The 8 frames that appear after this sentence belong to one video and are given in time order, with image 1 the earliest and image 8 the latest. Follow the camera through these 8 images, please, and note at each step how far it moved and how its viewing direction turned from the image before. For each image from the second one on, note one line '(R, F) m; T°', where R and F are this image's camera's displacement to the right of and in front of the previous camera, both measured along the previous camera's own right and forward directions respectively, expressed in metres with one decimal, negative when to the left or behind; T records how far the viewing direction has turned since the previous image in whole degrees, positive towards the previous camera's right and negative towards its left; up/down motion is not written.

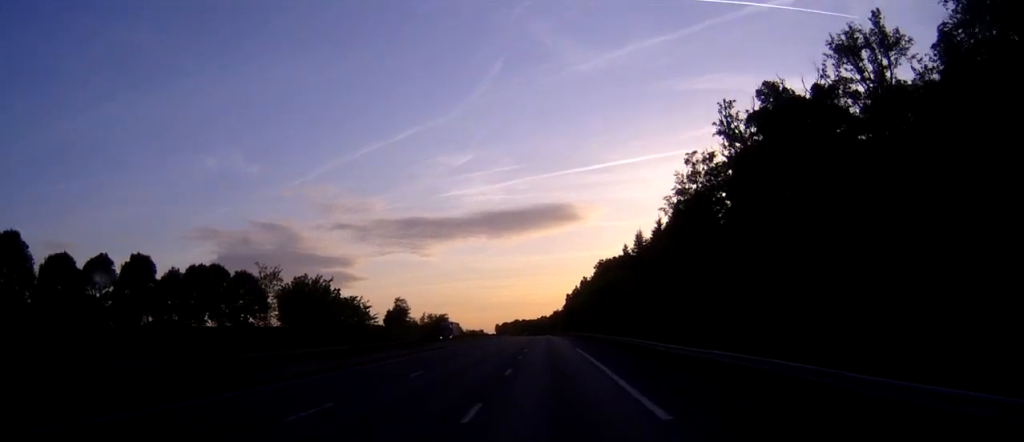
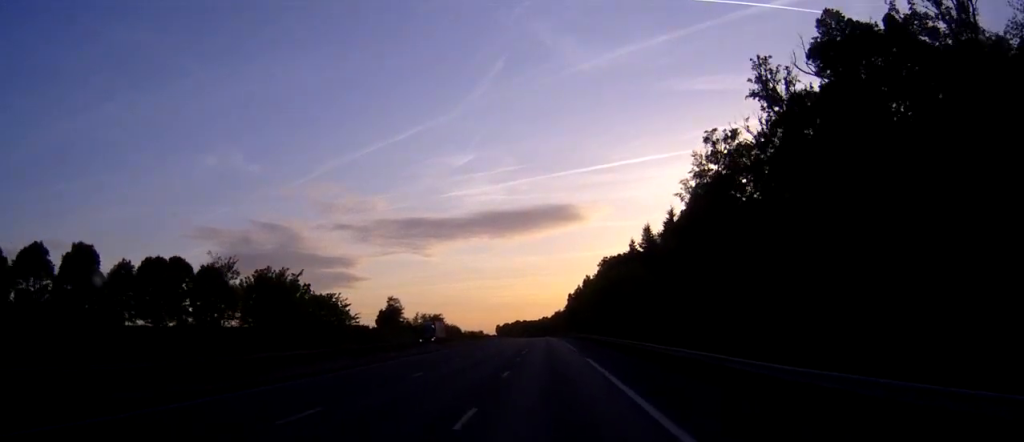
(0.0, +13.6) m; 0°
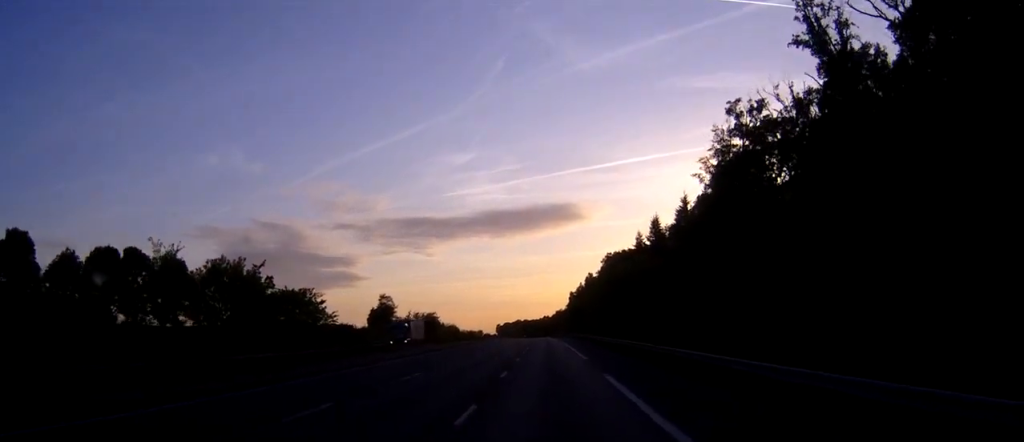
(0.0, +12.7) m; 0°
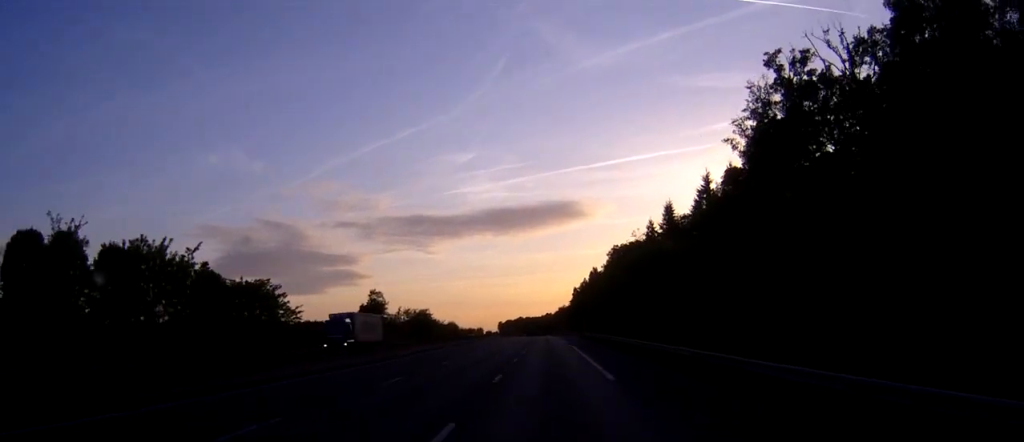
(0.0, +16.1) m; 0°
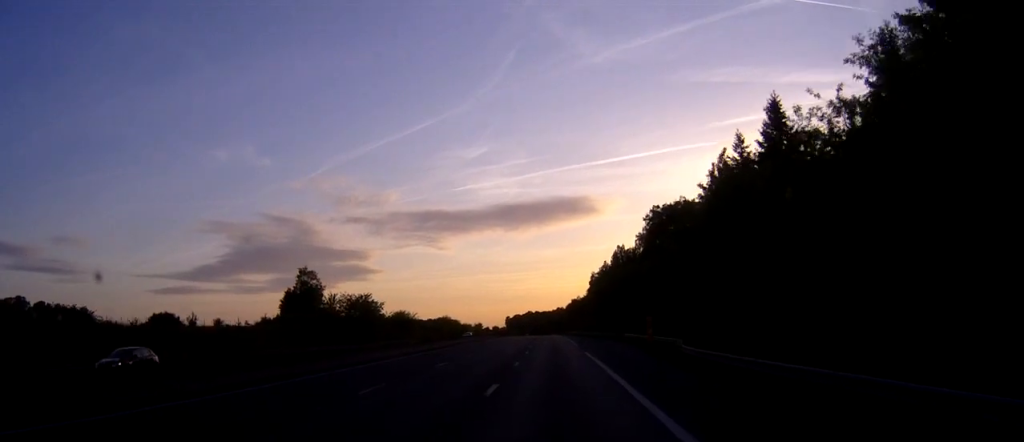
(-0.6, +69.2) m; -1°
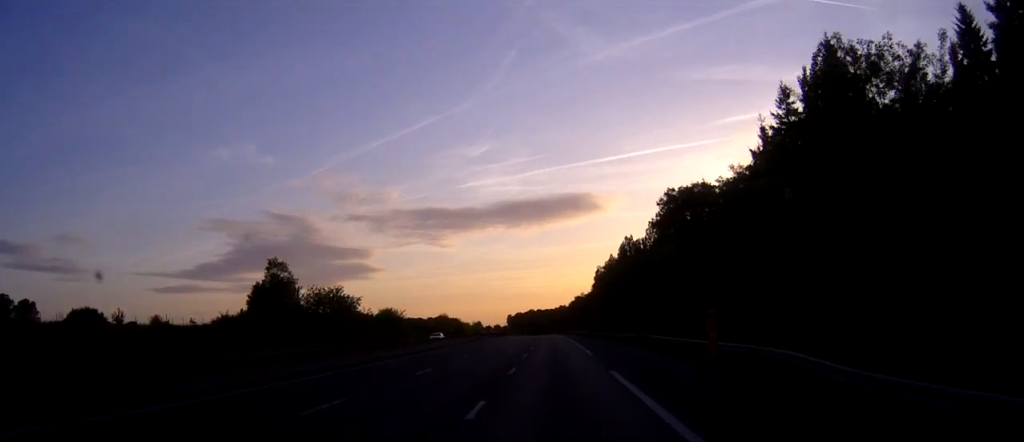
(0.0, +17.7) m; 0°
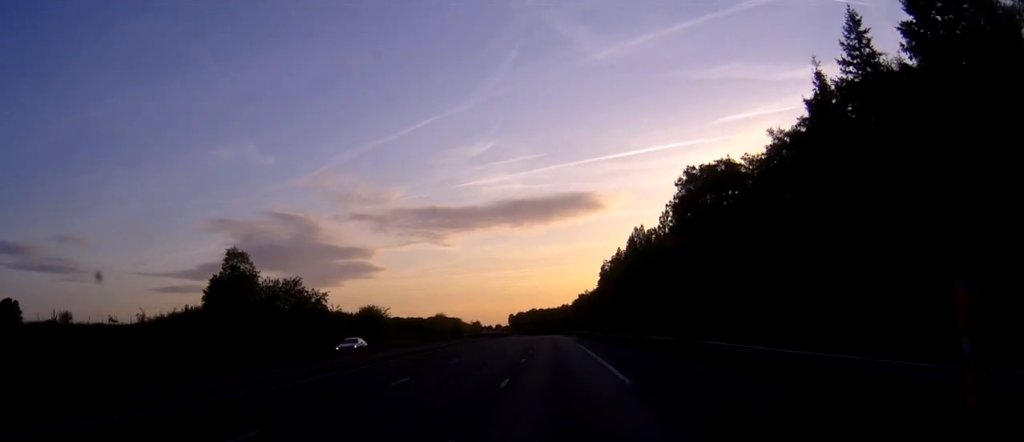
(-0.1, +18.6) m; 0°
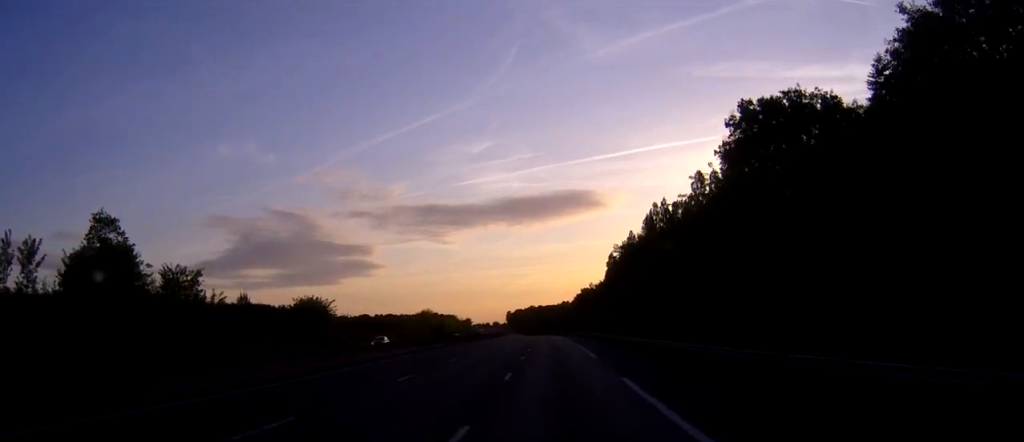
(0.0, +37.3) m; 0°
